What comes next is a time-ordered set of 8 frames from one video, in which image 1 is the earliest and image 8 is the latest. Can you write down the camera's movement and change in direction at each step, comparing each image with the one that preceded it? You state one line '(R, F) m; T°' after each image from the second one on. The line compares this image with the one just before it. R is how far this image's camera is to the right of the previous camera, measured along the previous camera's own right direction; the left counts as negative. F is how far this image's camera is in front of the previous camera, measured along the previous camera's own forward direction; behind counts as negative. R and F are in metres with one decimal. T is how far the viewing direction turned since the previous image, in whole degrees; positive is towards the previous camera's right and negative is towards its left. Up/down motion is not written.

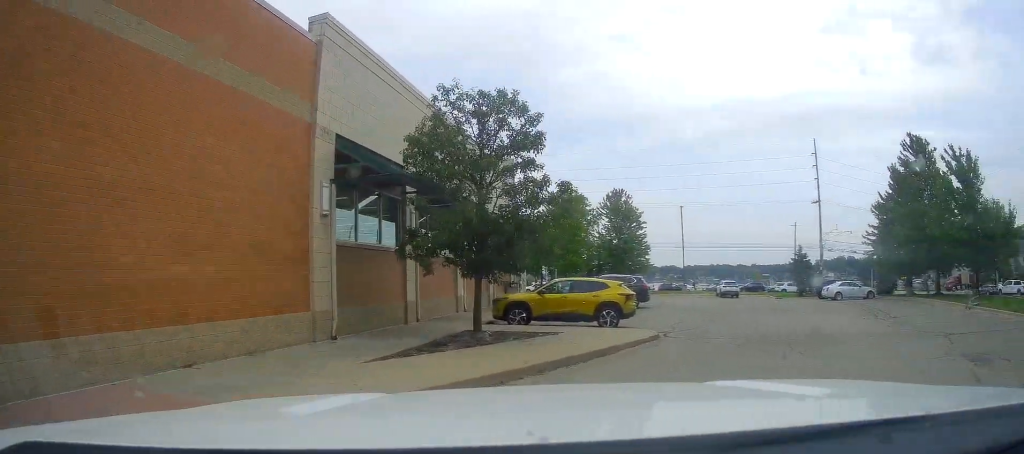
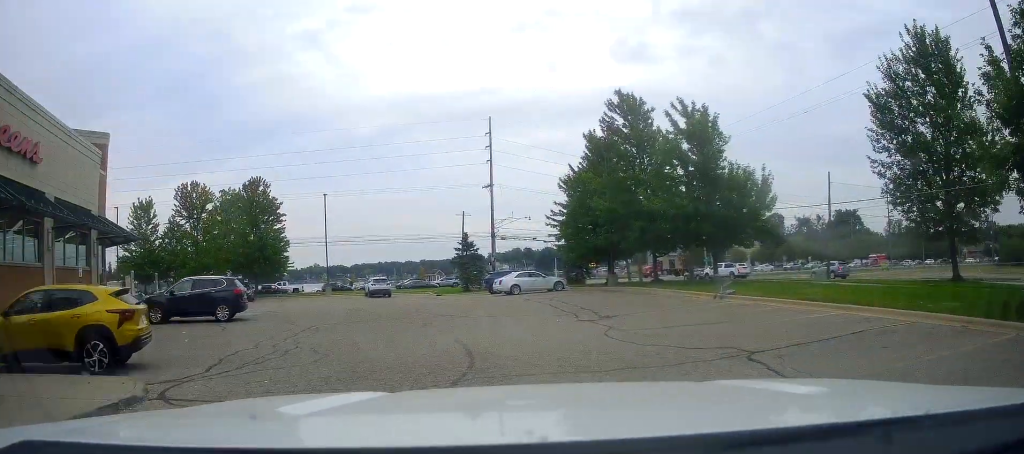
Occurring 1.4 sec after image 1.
(+1.8, +7.8) m; +34°
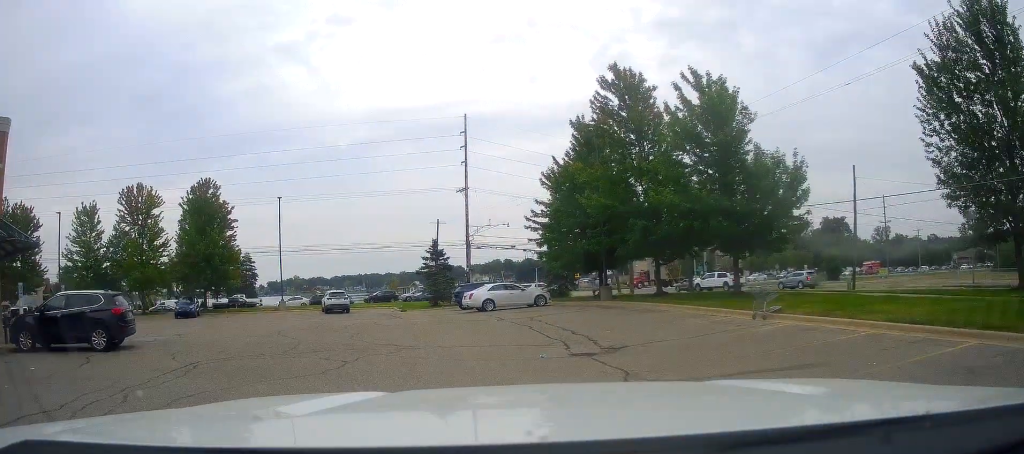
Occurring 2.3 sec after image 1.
(+1.2, +4.9) m; +18°
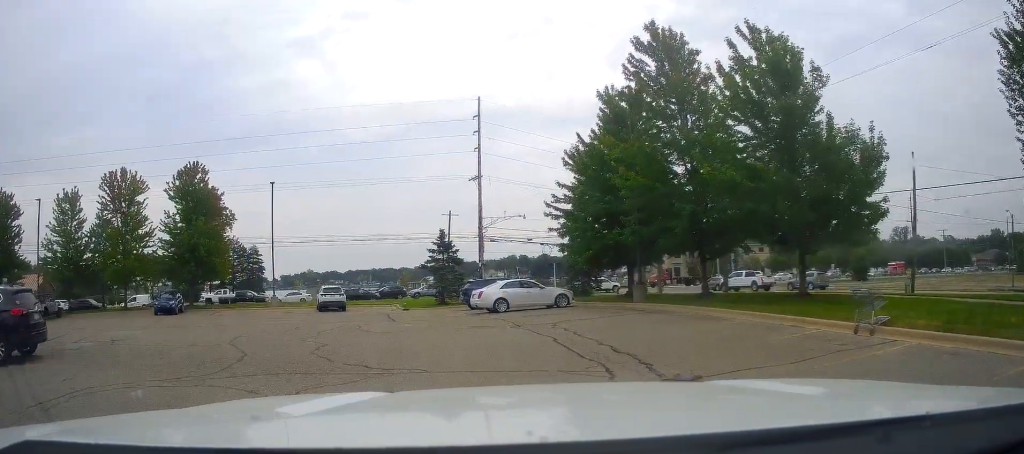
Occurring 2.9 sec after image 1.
(+0.3, +4.0) m; +6°
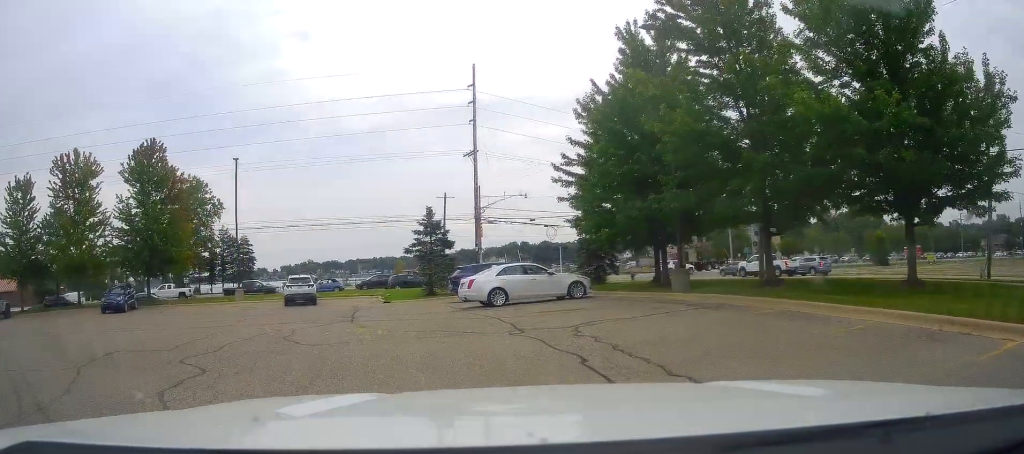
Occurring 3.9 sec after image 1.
(+0.4, +5.7) m; +7°
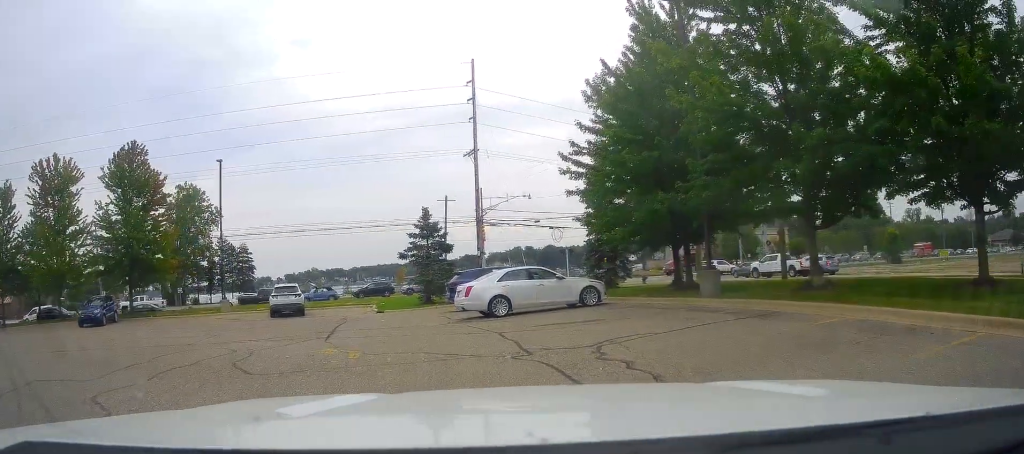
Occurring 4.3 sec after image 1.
(0.0, +3.0) m; +3°
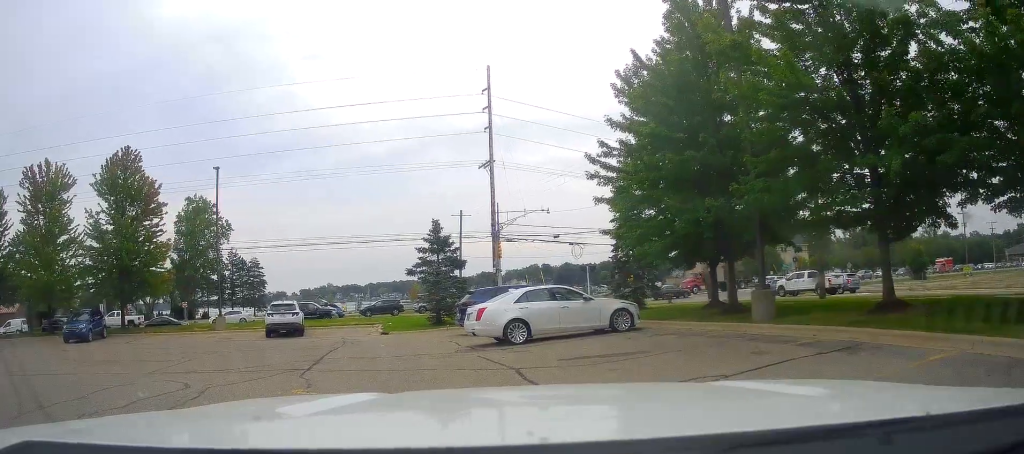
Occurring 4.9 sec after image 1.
(+0.1, +3.5) m; 0°
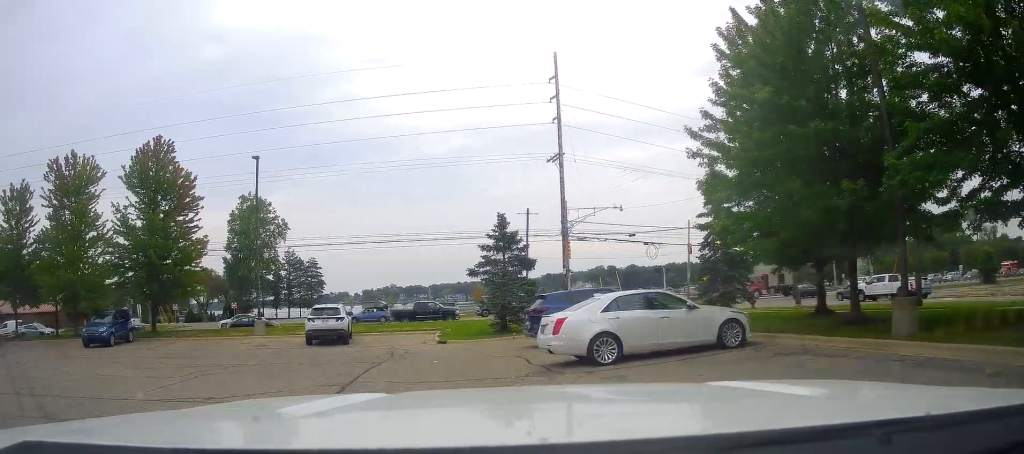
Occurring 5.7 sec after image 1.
(0.0, +5.3) m; -1°
